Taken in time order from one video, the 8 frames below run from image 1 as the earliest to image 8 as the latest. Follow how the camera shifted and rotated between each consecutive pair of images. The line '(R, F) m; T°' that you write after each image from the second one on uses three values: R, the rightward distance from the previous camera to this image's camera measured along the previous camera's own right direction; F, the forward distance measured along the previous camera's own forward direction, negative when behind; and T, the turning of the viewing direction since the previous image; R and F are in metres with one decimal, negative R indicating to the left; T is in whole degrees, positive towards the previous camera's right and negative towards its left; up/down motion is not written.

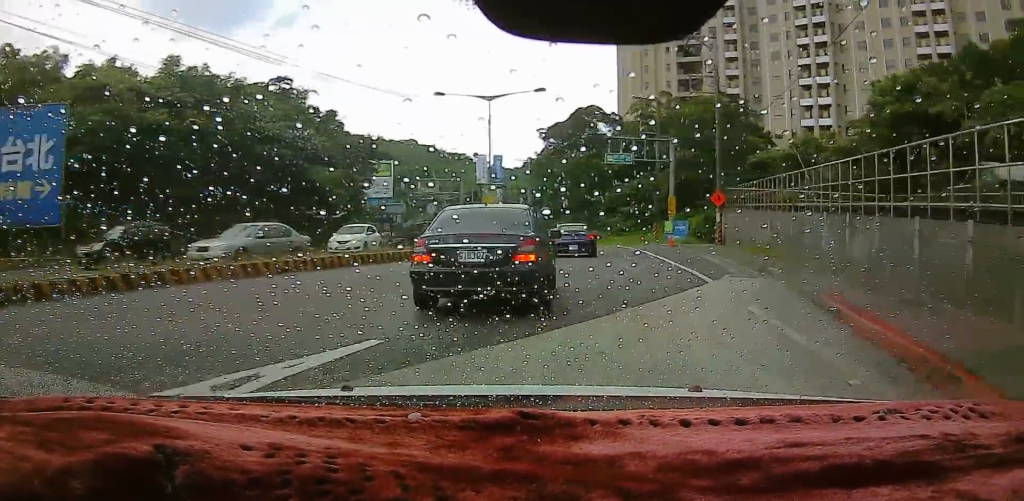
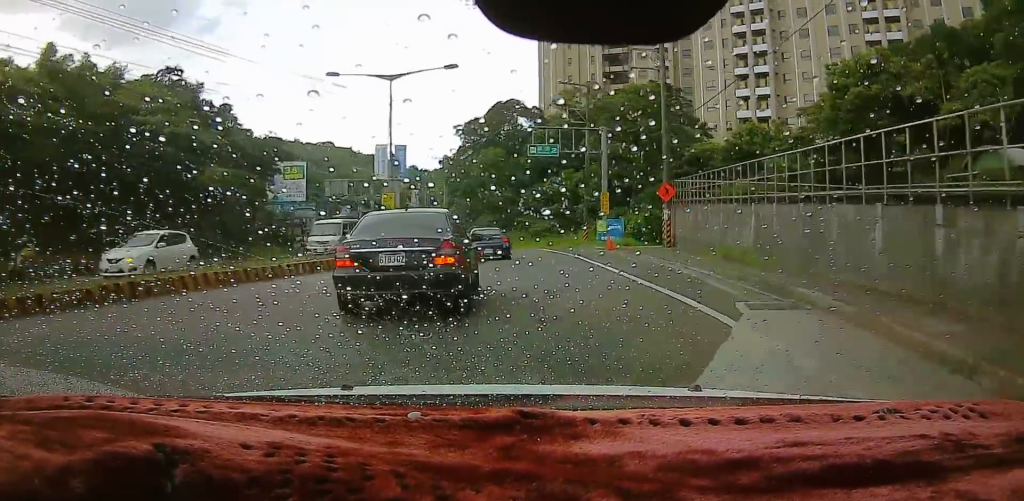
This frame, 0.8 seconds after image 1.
(+1.5, +6.0) m; +14°
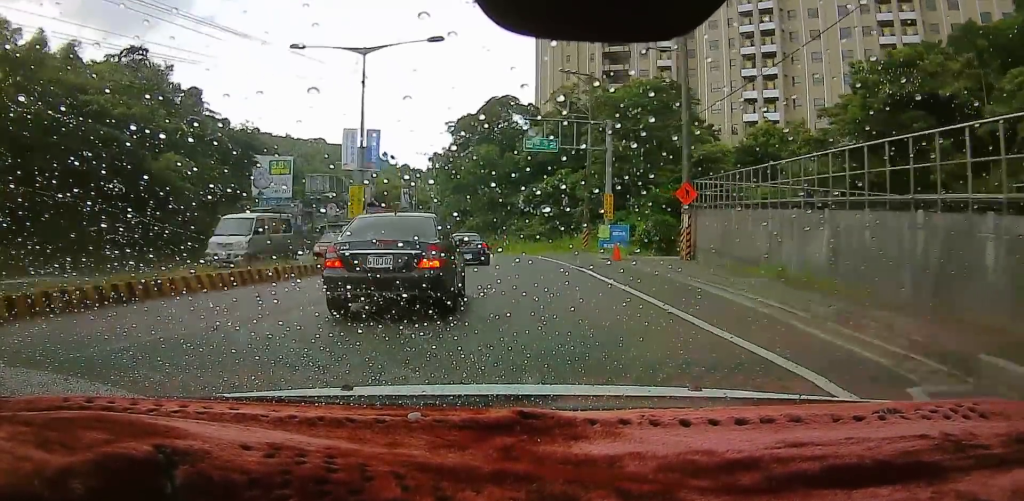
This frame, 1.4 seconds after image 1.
(0.0, +4.6) m; 0°
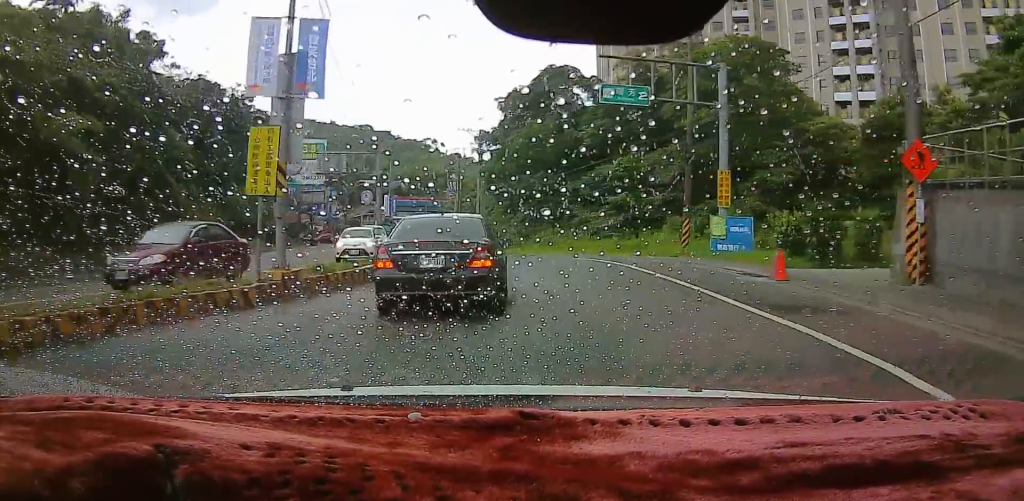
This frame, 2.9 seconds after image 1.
(-0.8, +13.1) m; -10°
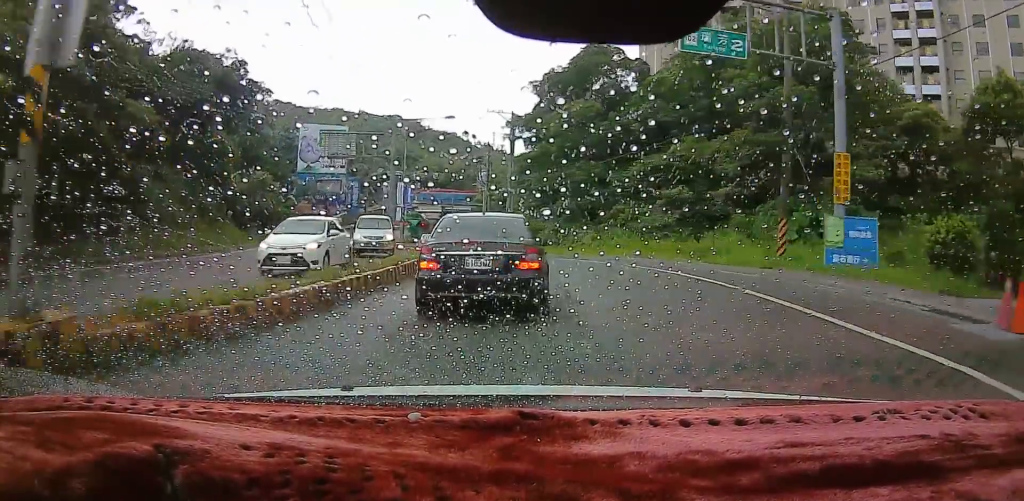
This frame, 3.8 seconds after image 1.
(-0.6, +7.6) m; -6°
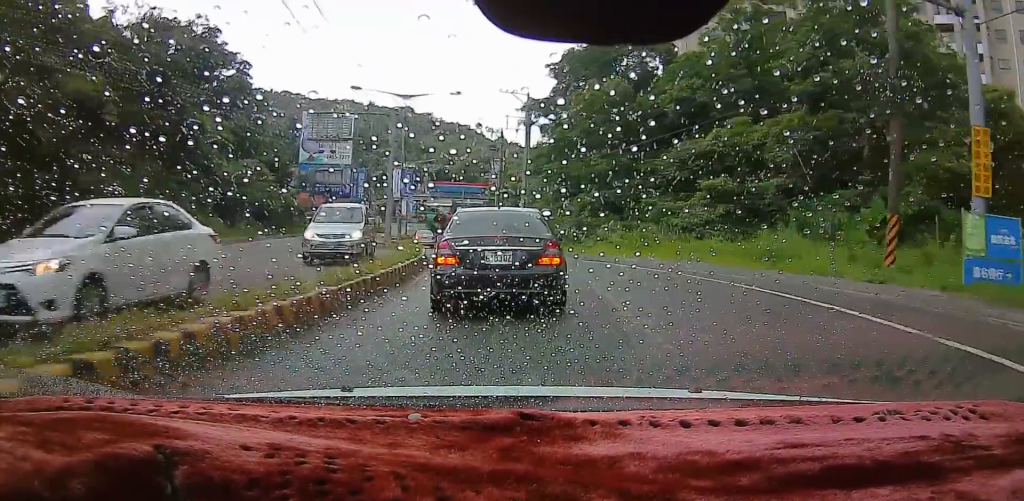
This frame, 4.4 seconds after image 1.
(-0.1, +6.2) m; -1°
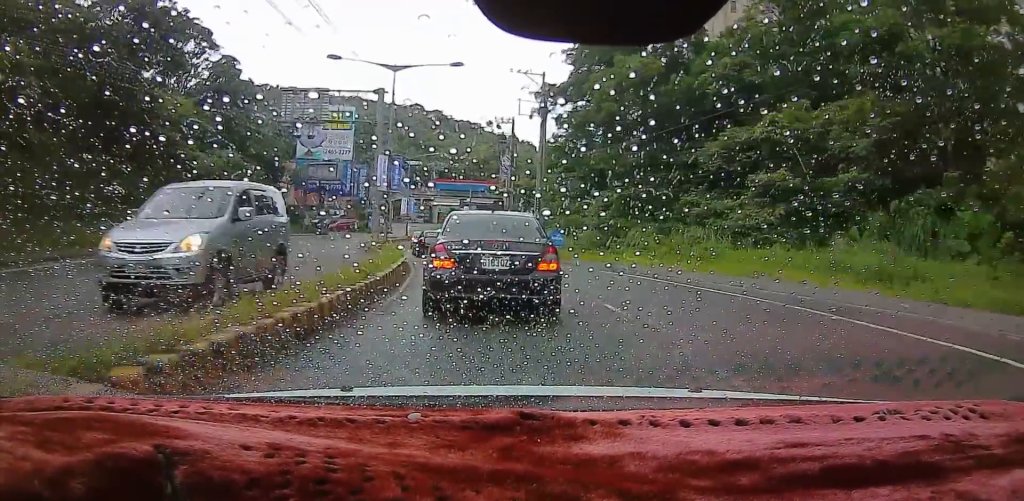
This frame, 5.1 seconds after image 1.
(0.0, +6.9) m; 0°
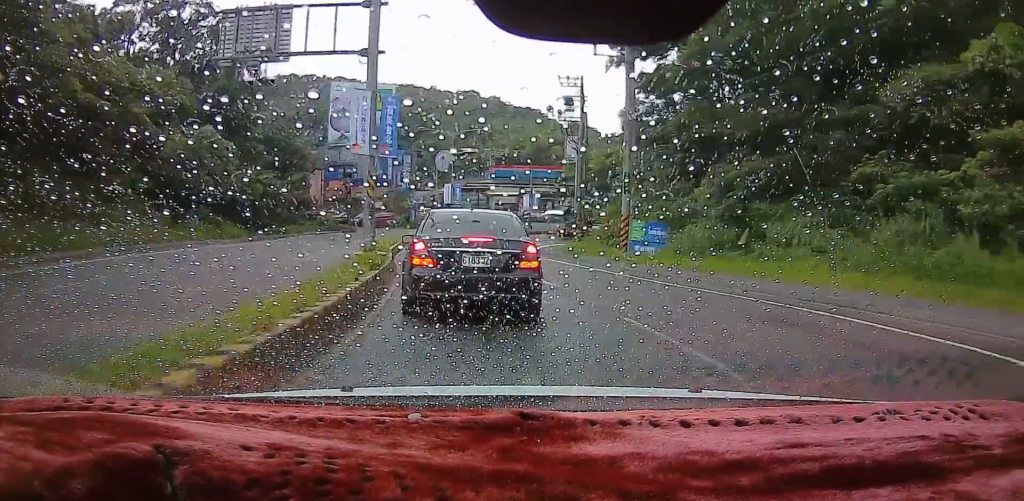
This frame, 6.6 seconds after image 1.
(0.0, +13.6) m; 0°
